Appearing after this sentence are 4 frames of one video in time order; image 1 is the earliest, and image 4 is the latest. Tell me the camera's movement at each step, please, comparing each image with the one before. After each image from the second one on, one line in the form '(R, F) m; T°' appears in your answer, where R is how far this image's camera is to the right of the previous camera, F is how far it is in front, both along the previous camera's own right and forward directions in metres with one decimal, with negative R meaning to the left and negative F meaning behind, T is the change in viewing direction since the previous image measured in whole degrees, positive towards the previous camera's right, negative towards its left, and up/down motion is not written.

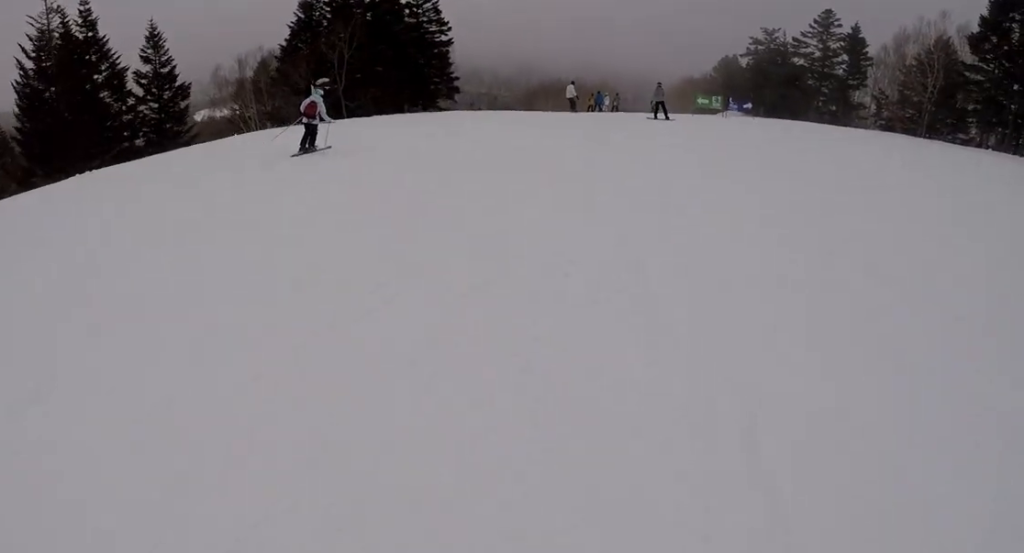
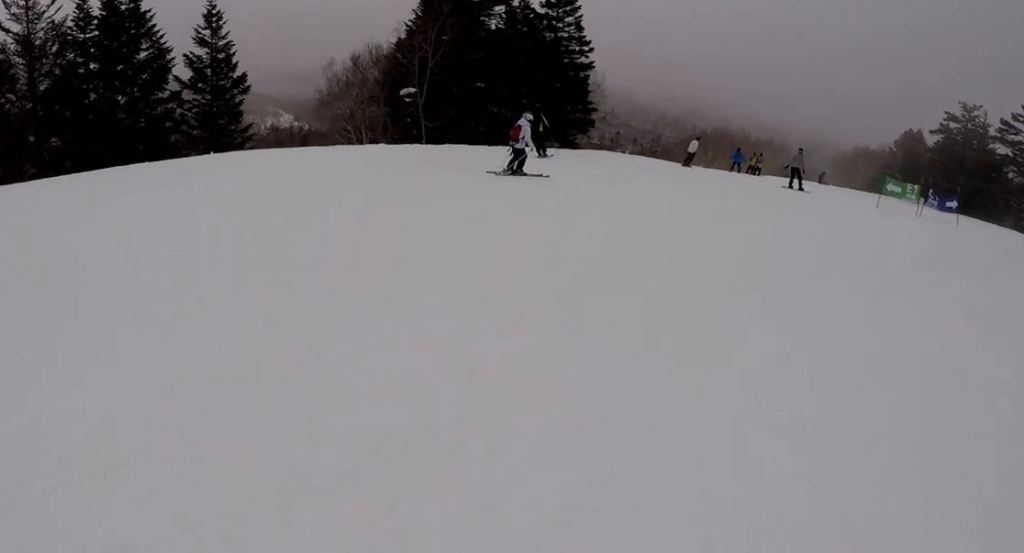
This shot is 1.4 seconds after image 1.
(-2.5, +7.7) m; -13°
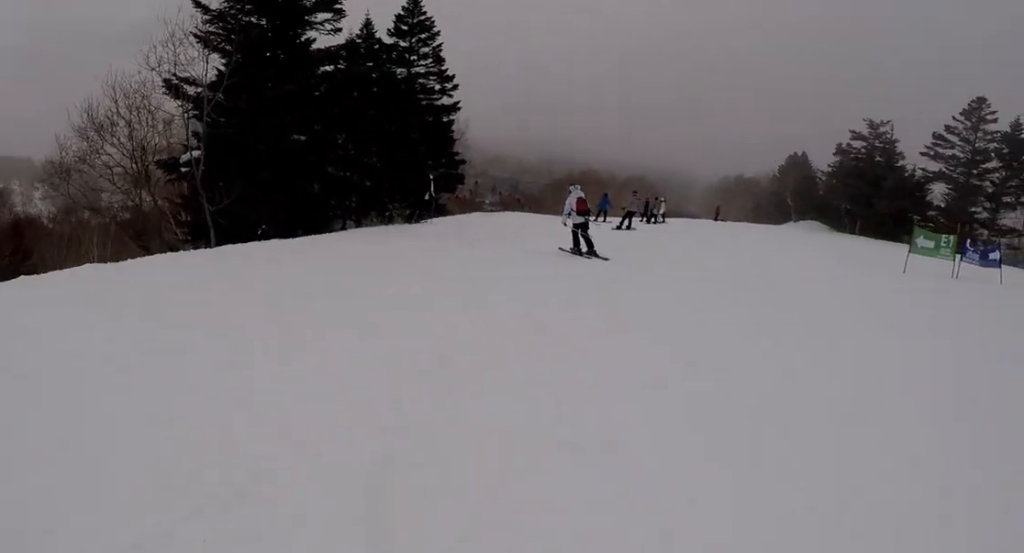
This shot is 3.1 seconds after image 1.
(+2.7, +9.5) m; +28°
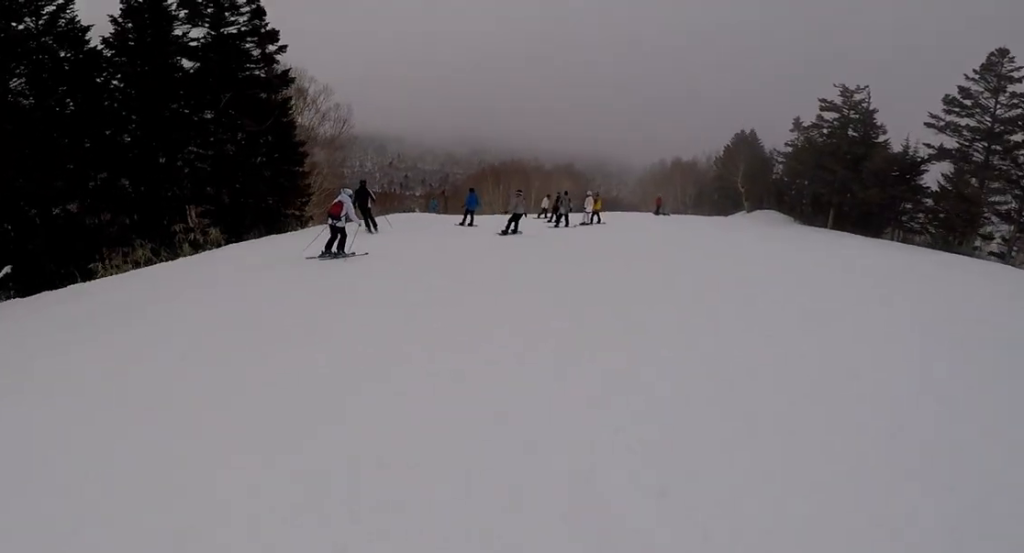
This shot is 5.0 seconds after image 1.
(-2.5, +10.1) m; -26°
